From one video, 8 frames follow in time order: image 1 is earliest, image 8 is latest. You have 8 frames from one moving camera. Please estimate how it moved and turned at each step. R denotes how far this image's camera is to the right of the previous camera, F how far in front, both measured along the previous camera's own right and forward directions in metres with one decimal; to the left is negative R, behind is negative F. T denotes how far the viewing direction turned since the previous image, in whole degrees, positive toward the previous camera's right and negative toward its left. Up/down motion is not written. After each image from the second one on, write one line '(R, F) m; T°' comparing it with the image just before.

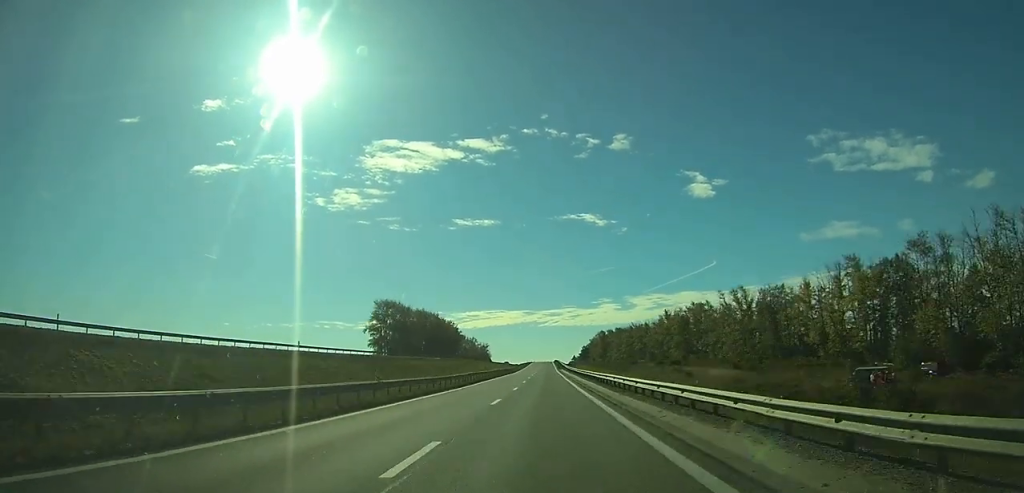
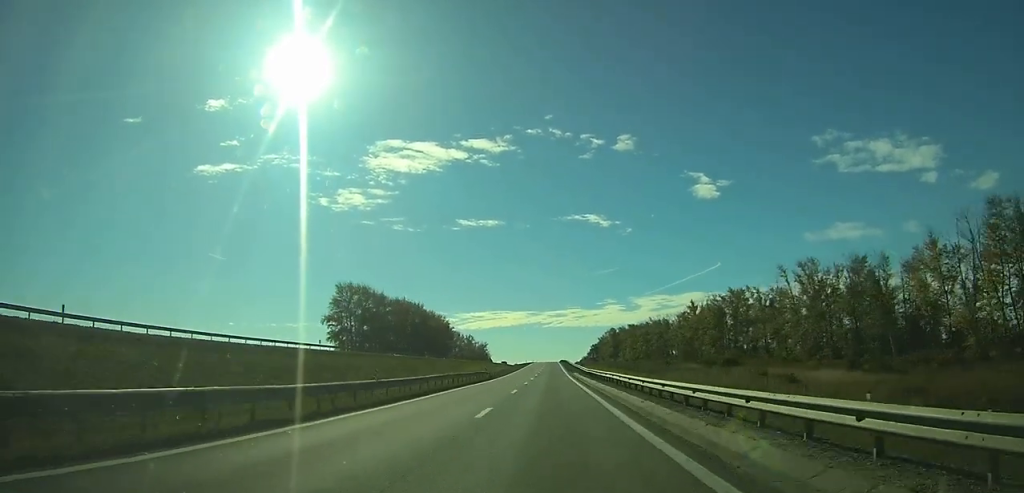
(-0.1, +40.2) m; 0°
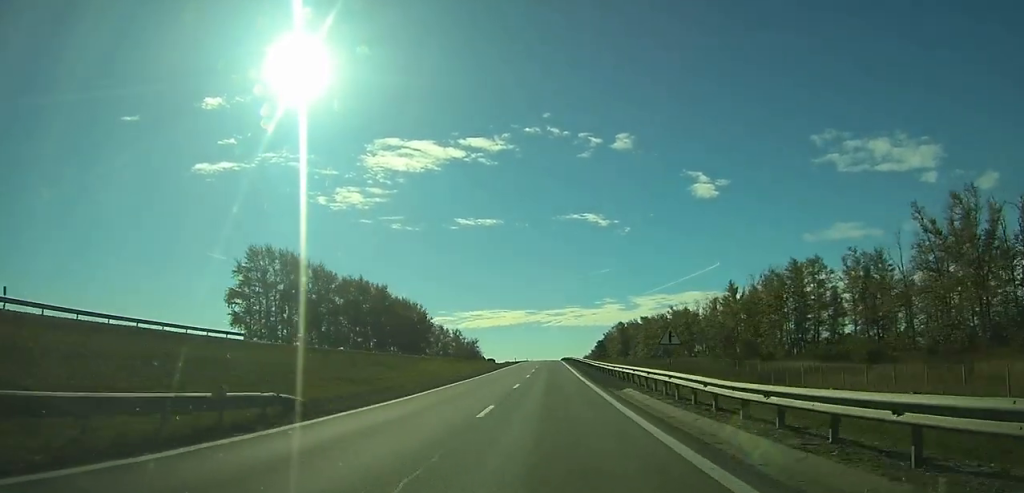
(-0.2, +47.8) m; 0°
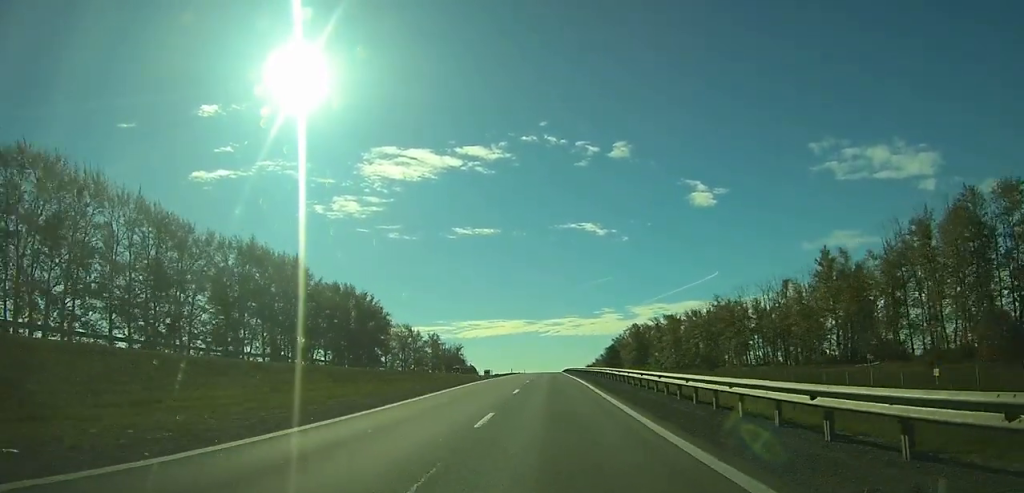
(-0.1, +60.9) m; 0°
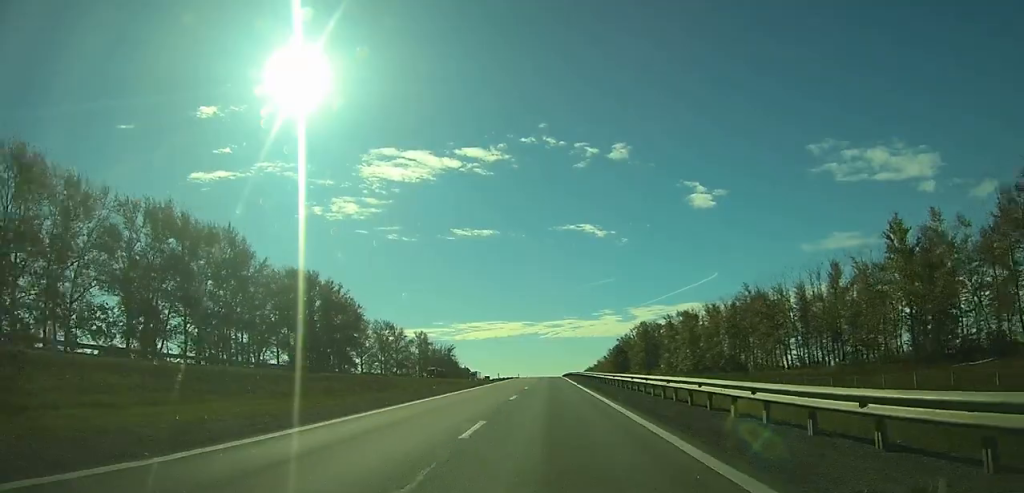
(0.0, +25.2) m; 0°
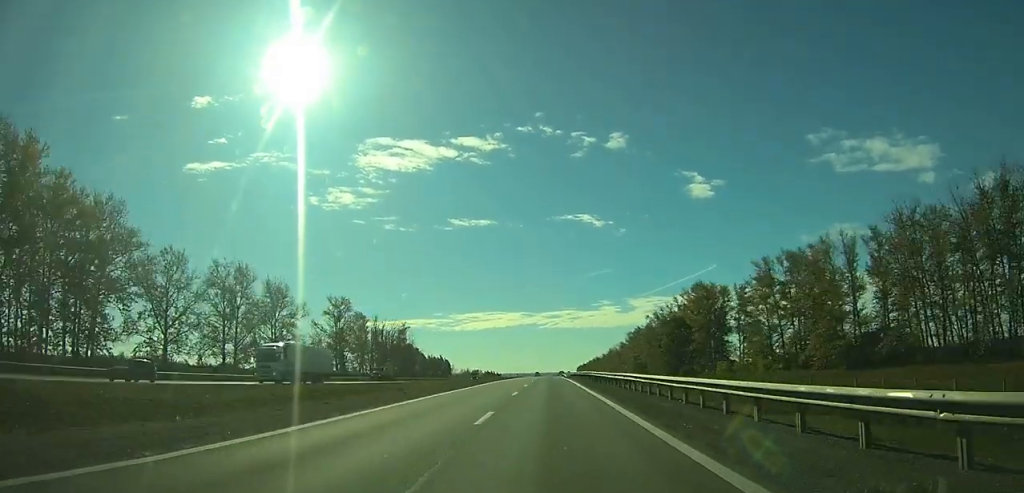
(0.0, +93.6) m; 0°
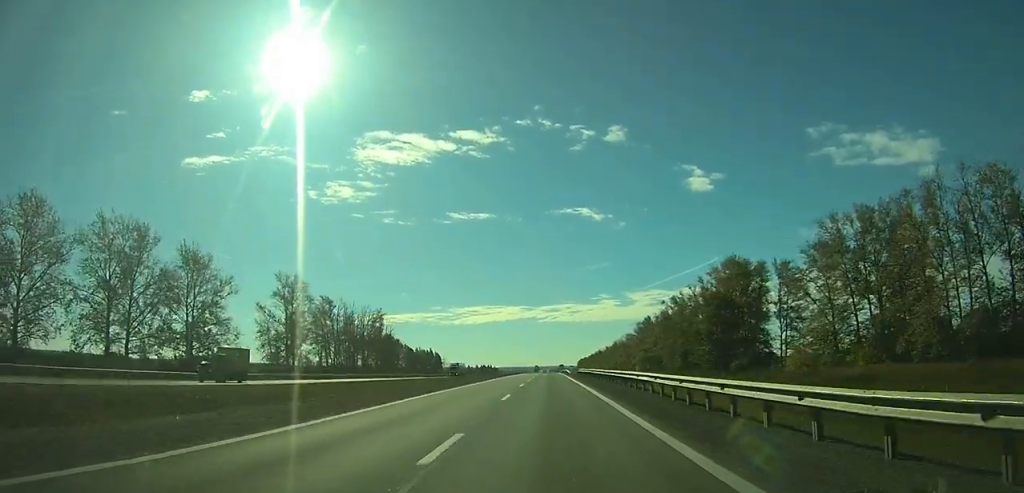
(0.0, +28.7) m; 0°
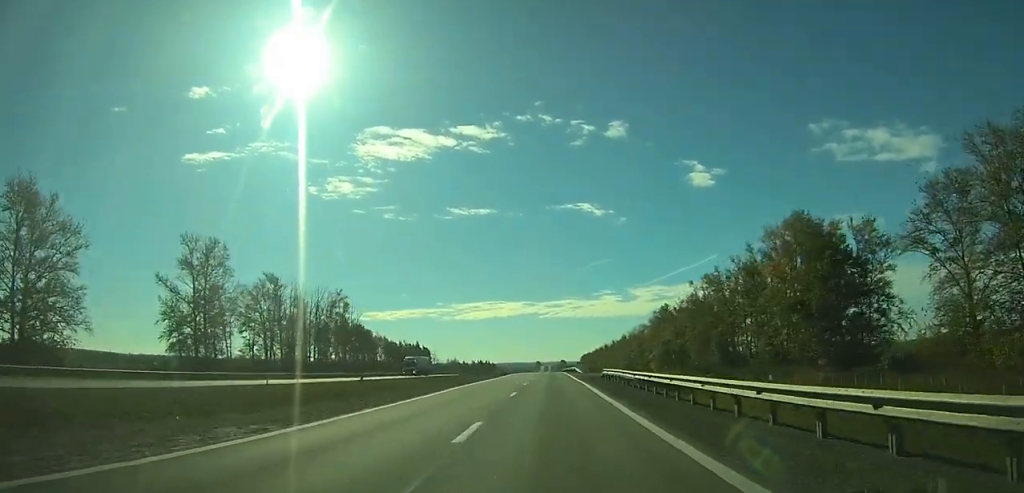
(0.0, +34.0) m; 0°
